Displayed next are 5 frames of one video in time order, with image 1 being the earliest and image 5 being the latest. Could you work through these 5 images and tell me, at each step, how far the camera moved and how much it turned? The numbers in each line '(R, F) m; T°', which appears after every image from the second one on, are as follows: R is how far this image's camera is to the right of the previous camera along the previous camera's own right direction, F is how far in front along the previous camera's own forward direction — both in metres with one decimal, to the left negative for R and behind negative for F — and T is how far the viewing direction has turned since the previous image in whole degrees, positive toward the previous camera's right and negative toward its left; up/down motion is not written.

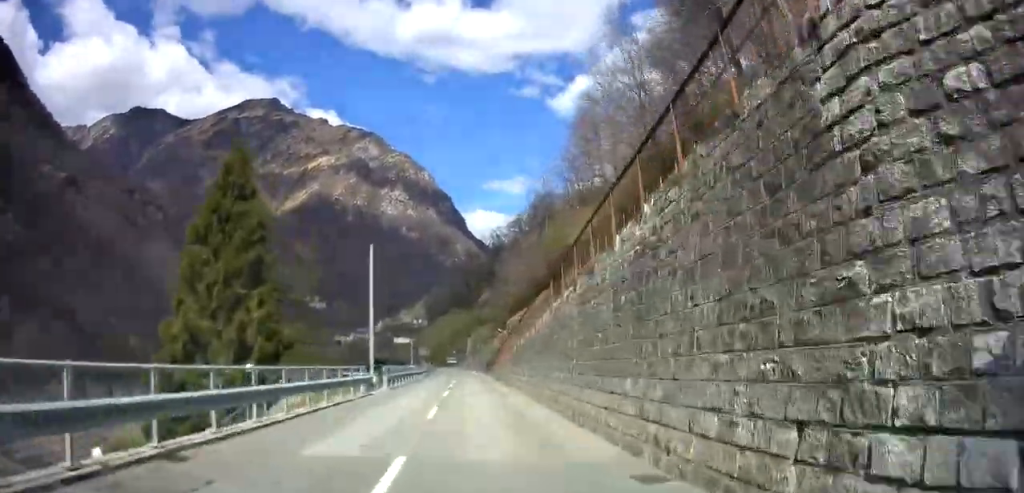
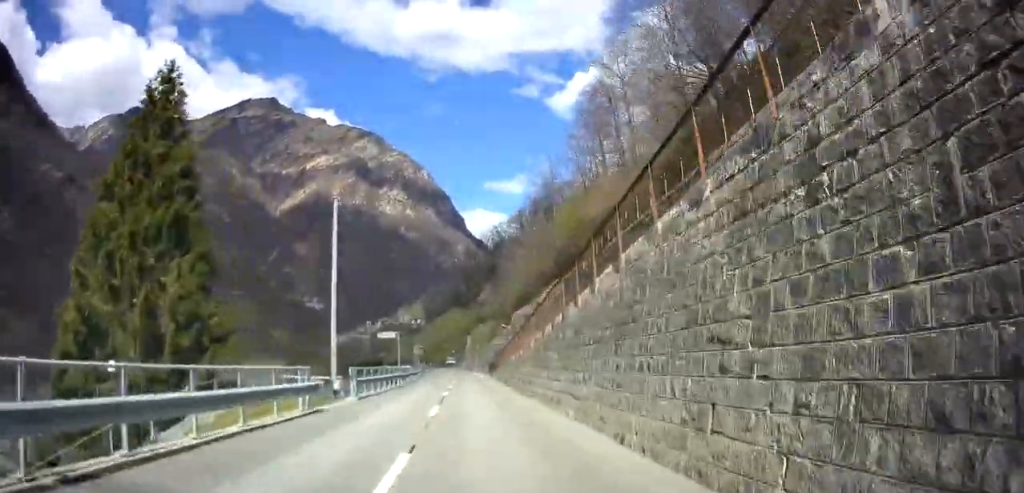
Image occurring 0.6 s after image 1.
(+0.7, +9.4) m; +1°
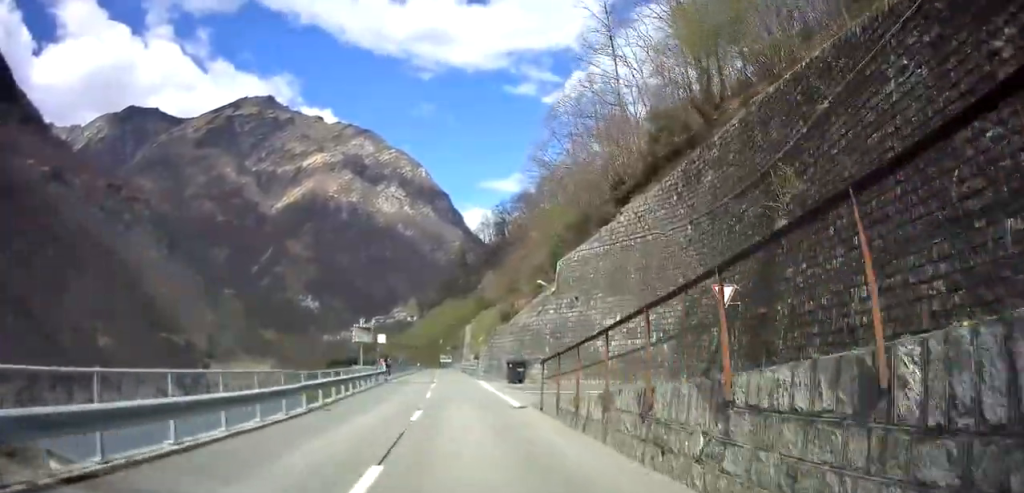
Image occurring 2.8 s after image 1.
(-1.2, +36.8) m; -5°
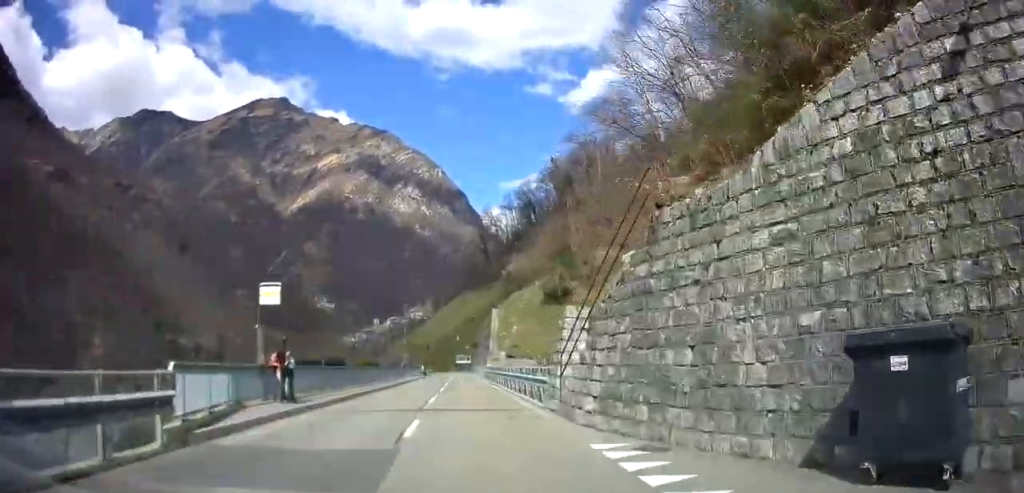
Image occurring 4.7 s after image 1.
(-0.2, +30.1) m; +1°
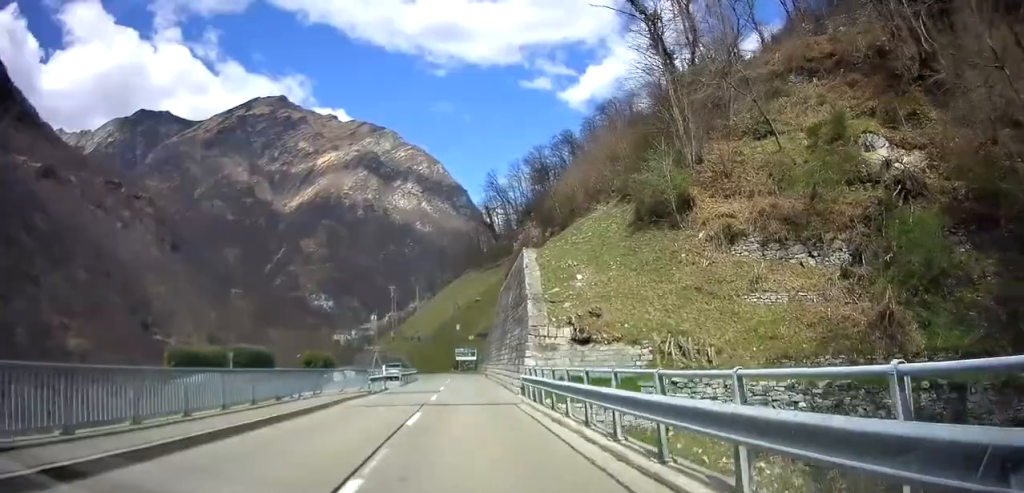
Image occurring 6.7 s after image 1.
(+0.8, +33.8) m; +1°
